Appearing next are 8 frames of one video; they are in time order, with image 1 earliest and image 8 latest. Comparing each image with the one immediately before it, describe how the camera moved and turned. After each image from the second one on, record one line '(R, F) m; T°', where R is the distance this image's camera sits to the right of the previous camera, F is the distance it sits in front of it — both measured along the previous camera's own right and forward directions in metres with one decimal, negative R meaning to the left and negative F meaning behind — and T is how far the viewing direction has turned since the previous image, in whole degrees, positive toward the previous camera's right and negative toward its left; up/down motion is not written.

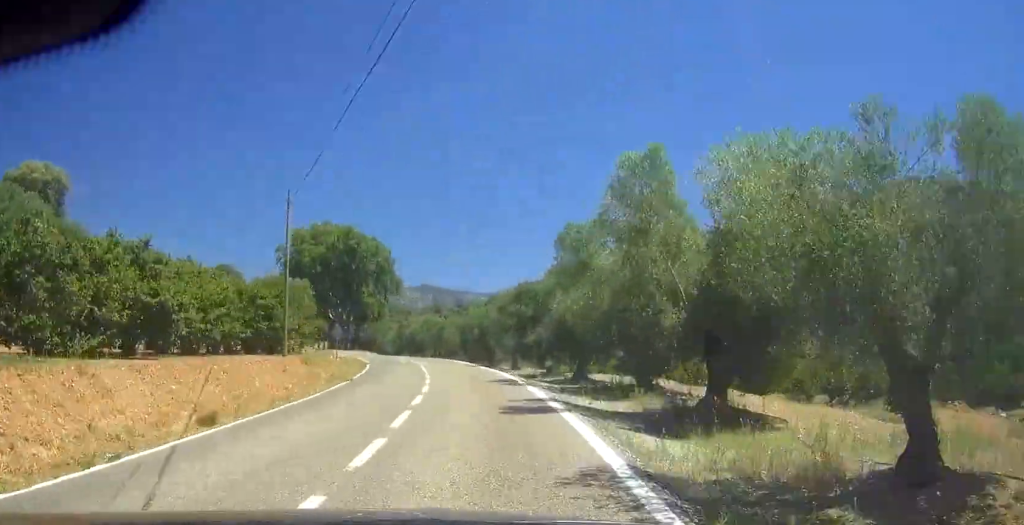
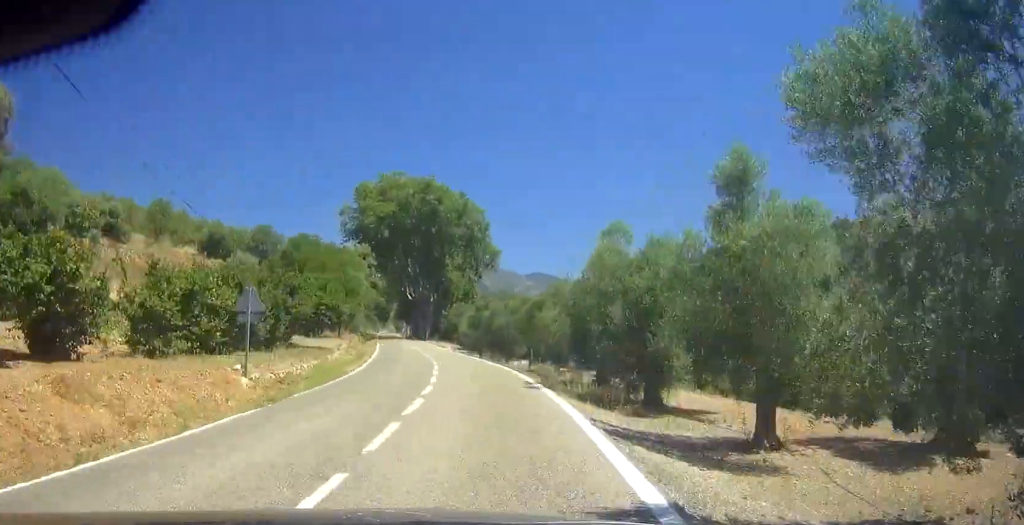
(+0.1, +34.0) m; -4°
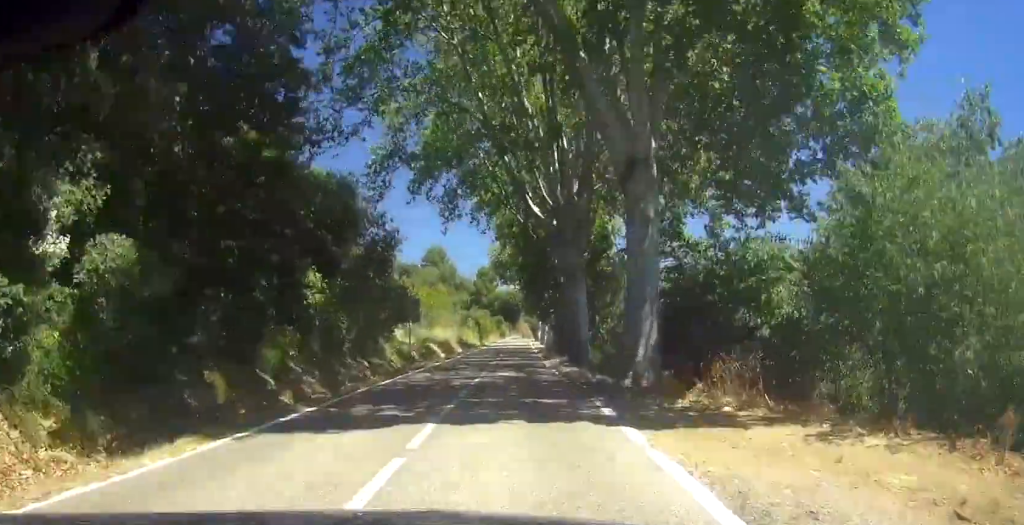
(-9.7, +86.5) m; -7°
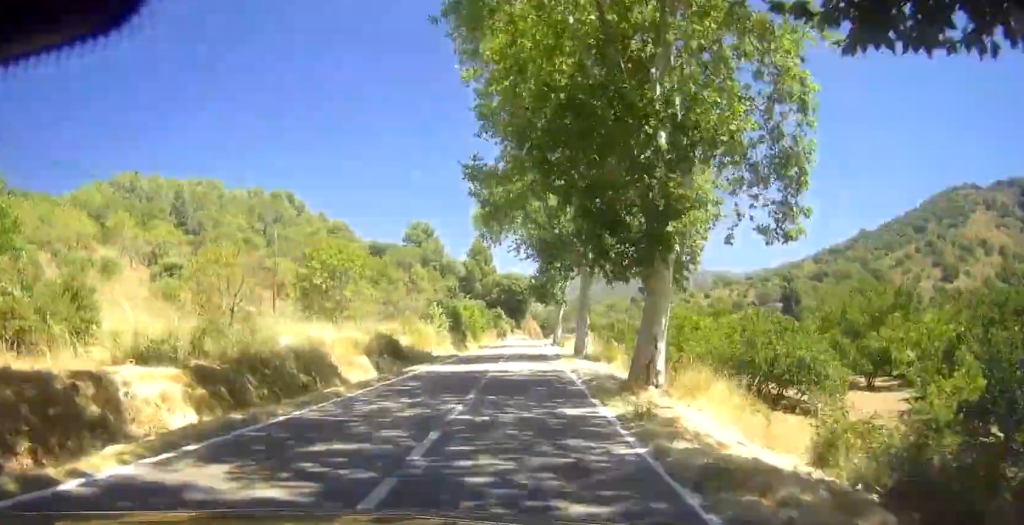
(-0.4, +49.8) m; 0°
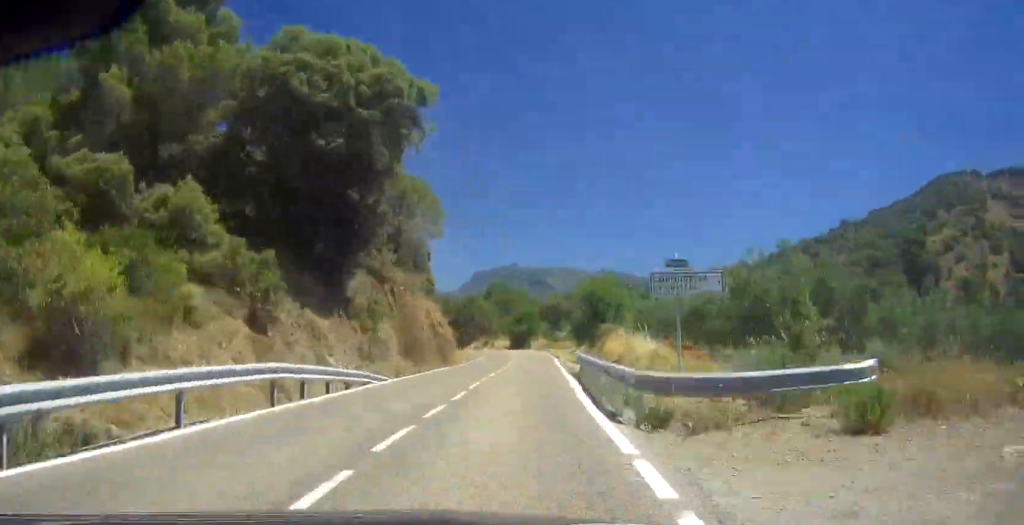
(+2.9, +111.8) m; +3°
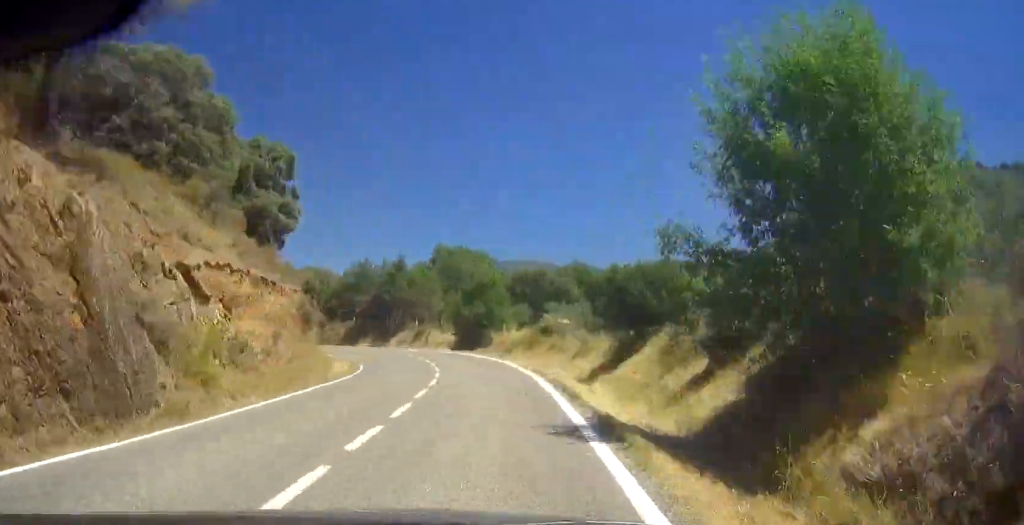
(0.0, +44.8) m; -9°
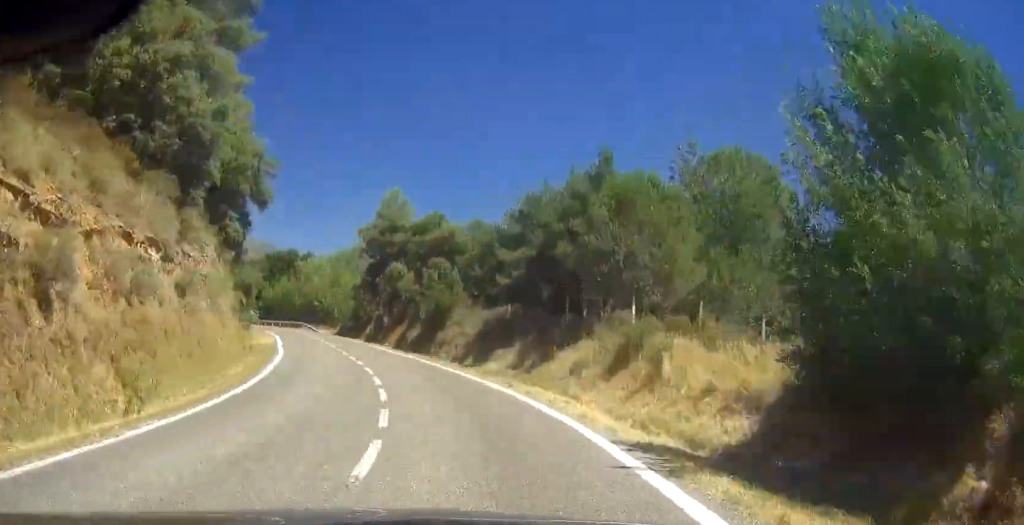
(-4.9, +43.1) m; -13°
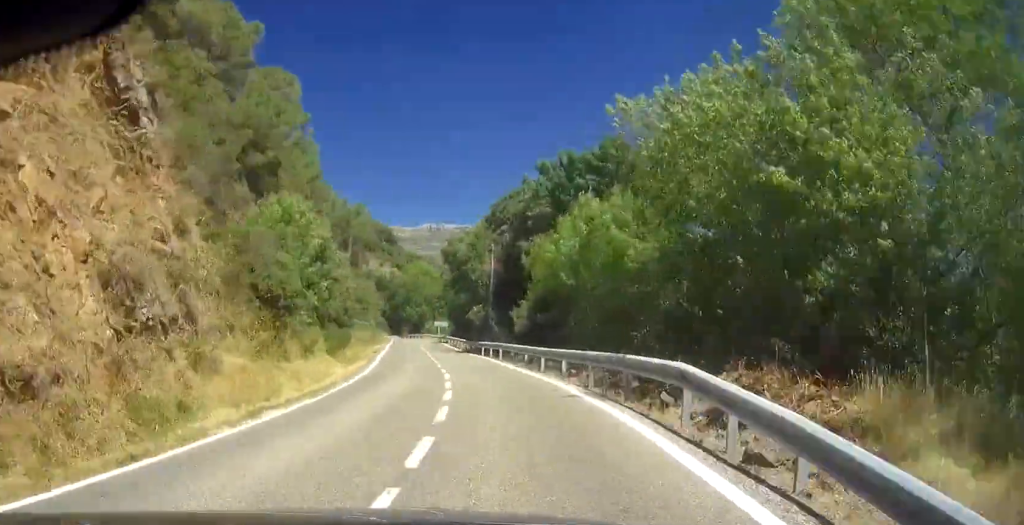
(-17.9, +79.1) m; -20°
